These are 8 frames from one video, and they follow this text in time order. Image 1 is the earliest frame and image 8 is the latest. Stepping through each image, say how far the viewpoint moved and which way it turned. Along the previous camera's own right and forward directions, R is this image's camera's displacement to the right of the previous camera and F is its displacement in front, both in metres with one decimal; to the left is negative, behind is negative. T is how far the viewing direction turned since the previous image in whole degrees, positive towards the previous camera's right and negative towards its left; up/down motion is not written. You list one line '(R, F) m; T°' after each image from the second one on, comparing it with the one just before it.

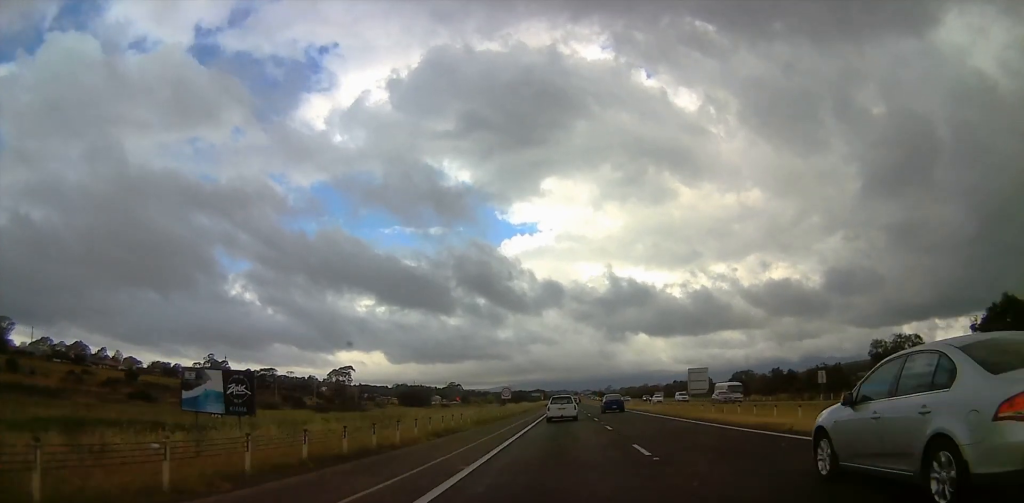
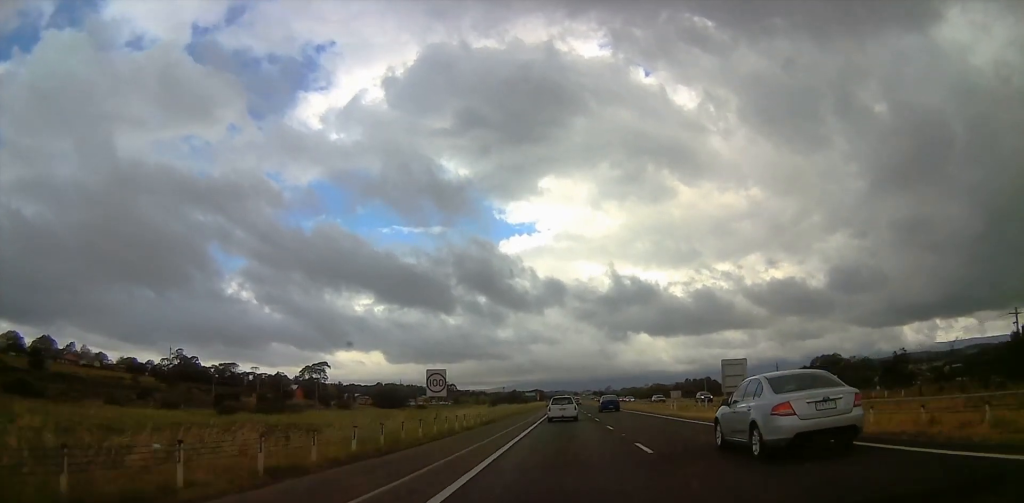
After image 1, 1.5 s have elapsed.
(+0.4, +35.3) m; +2°
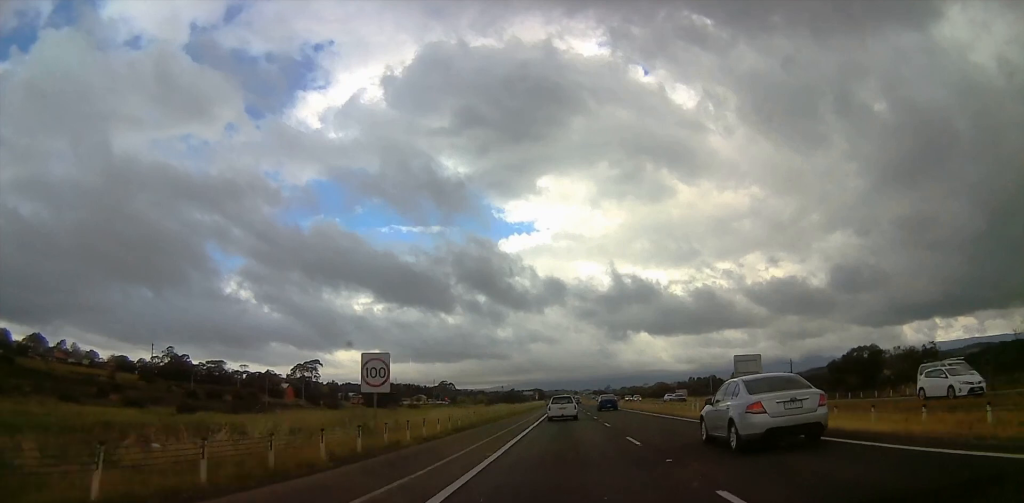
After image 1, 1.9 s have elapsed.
(+0.2, +9.6) m; 0°
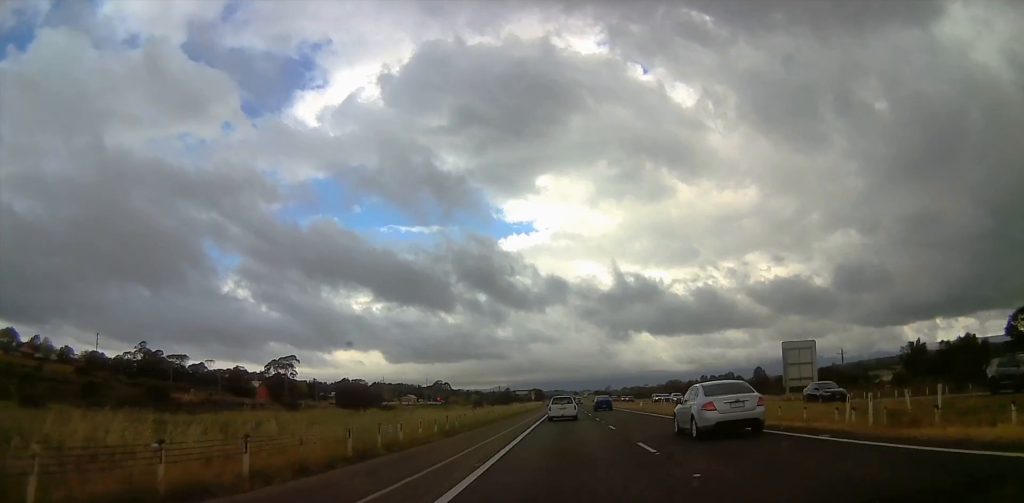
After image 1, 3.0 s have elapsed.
(-0.1, +26.0) m; -1°
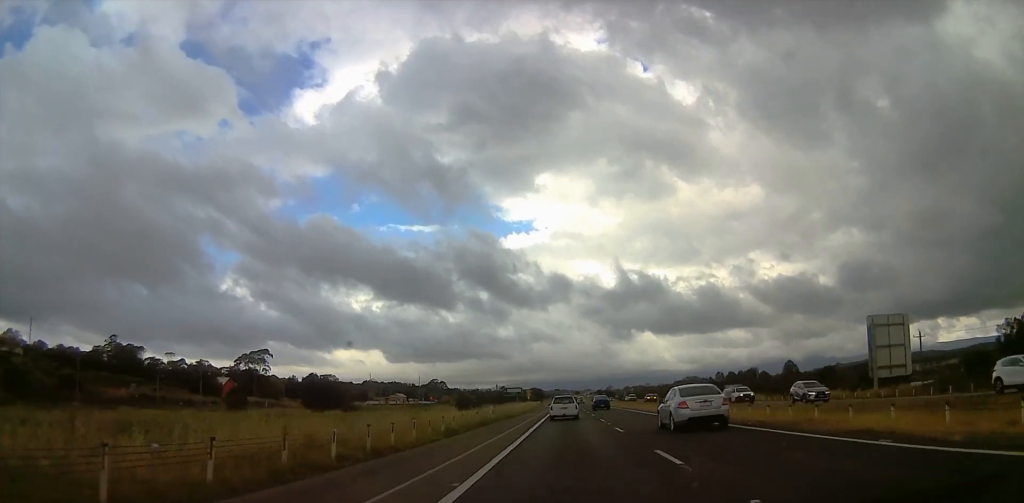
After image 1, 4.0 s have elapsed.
(-0.3, +26.0) m; -1°
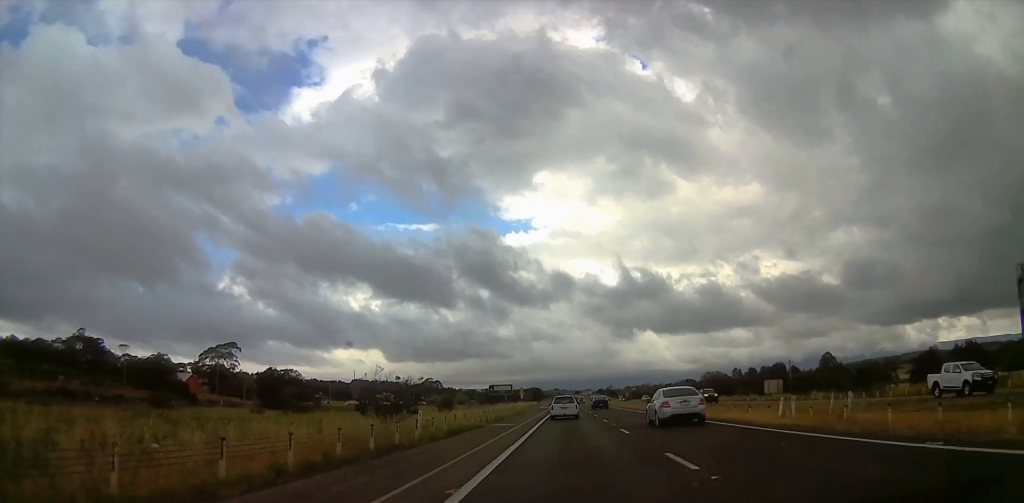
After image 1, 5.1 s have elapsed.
(-0.3, +24.8) m; 0°
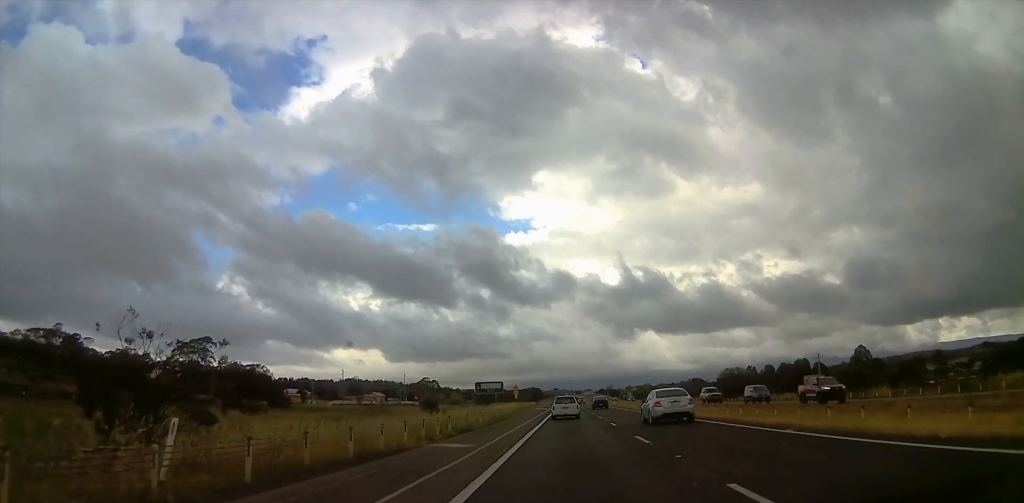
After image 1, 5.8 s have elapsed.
(+0.1, +17.2) m; 0°
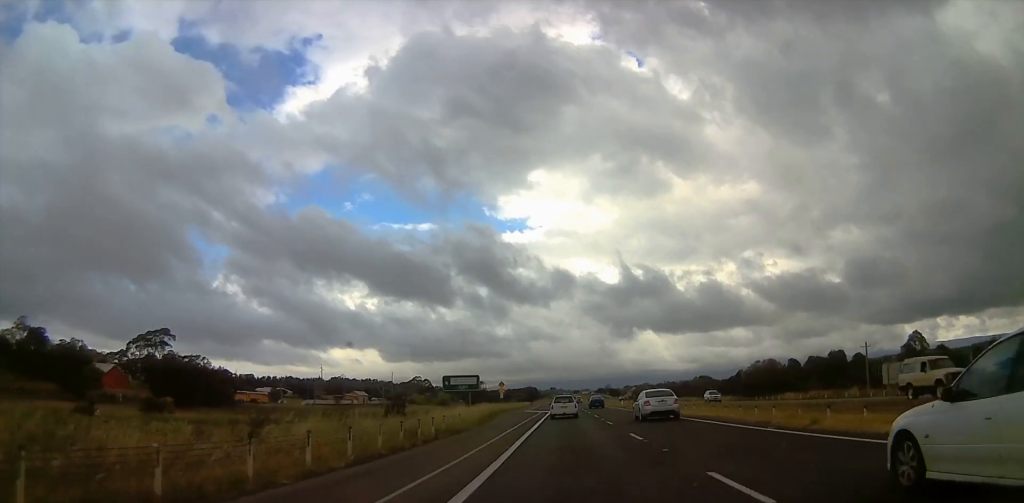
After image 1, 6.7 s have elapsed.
(+0.2, +22.0) m; 0°
